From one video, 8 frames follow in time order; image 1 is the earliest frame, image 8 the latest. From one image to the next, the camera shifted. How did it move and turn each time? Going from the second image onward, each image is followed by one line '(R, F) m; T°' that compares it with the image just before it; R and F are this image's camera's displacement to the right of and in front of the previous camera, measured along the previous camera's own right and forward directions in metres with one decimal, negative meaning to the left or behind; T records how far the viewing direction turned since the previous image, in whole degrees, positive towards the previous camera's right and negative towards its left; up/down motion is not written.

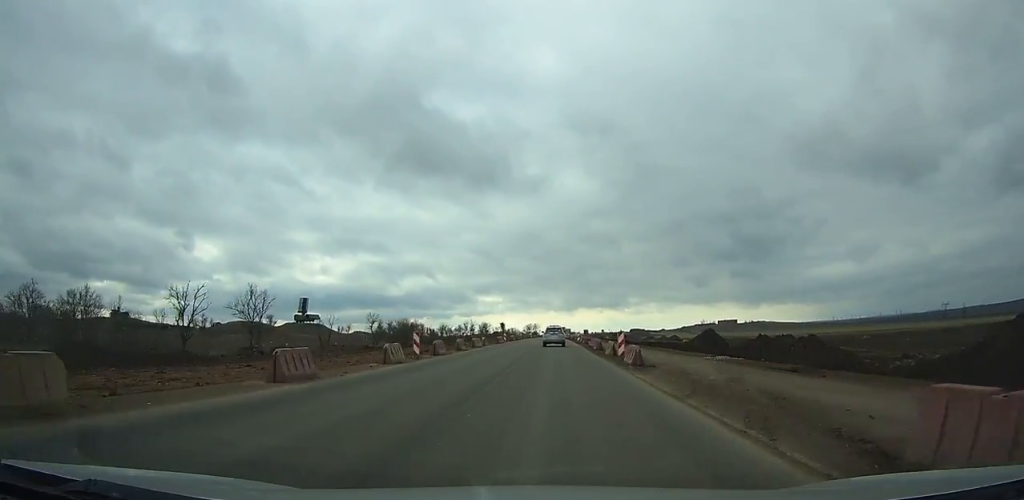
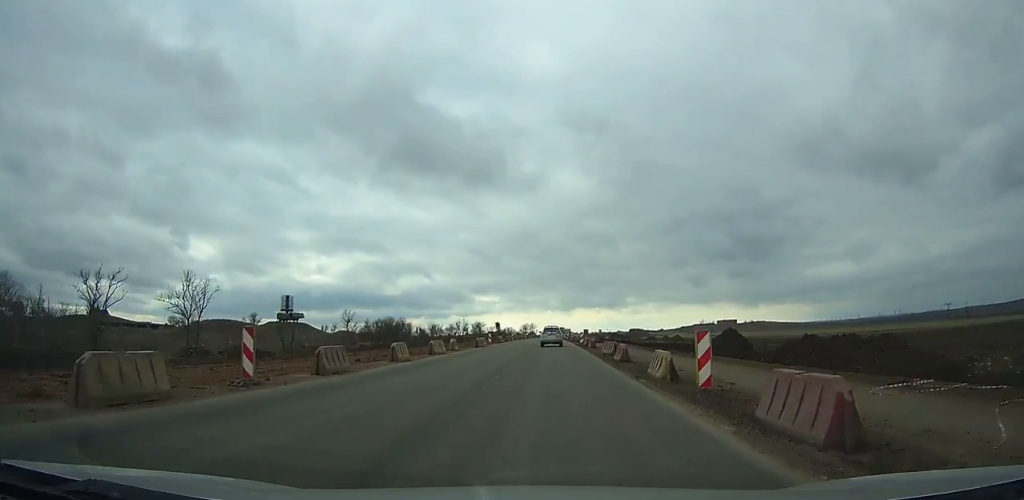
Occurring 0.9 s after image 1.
(0.0, +14.4) m; 0°
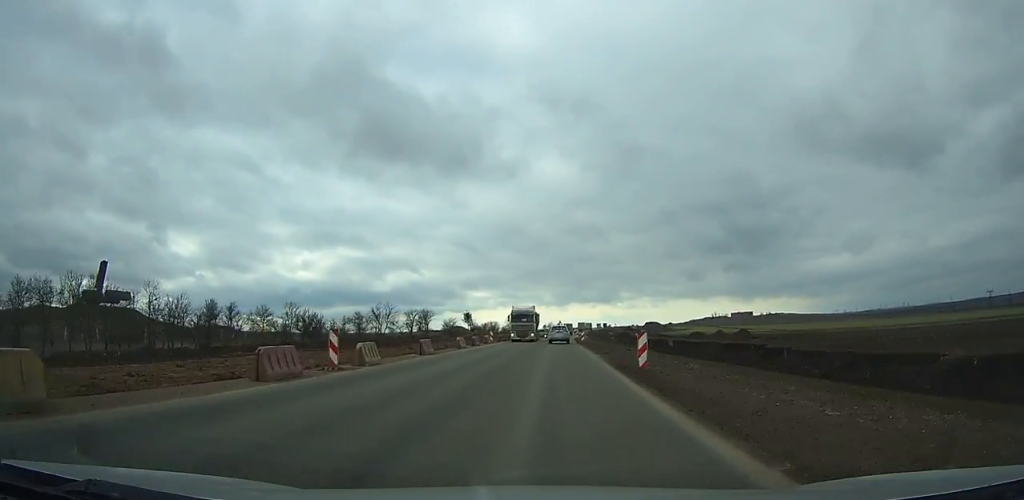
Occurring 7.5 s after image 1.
(-0.1, +112.2) m; +1°
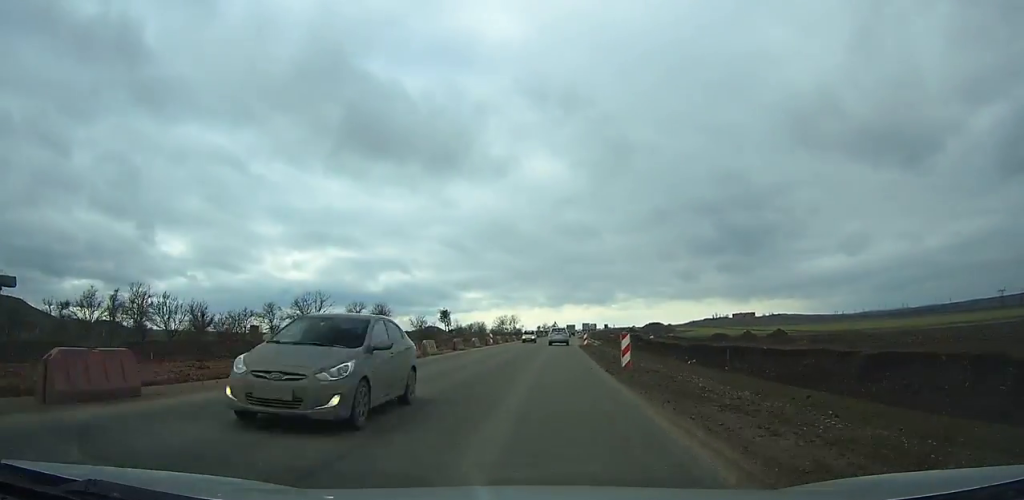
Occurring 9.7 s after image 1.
(+0.1, +38.1) m; +1°
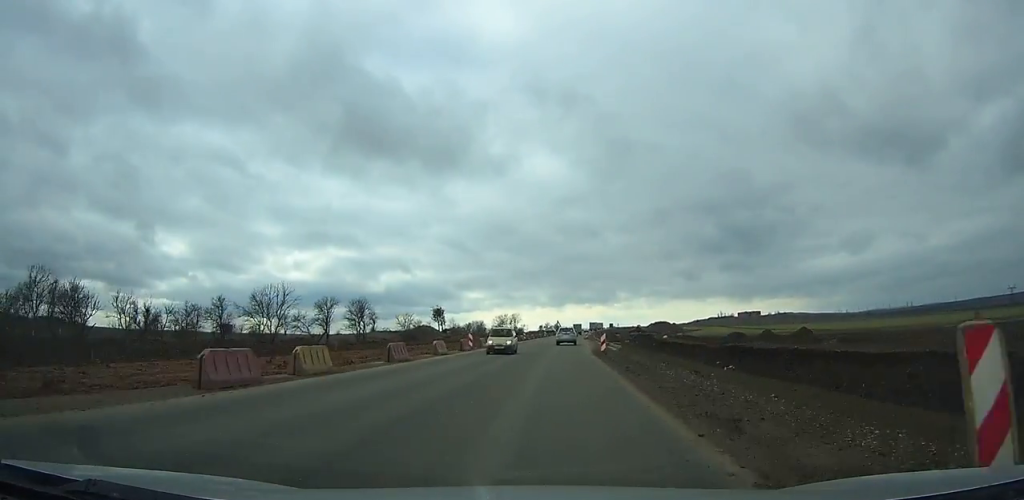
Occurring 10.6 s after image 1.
(+0.1, +15.2) m; 0°
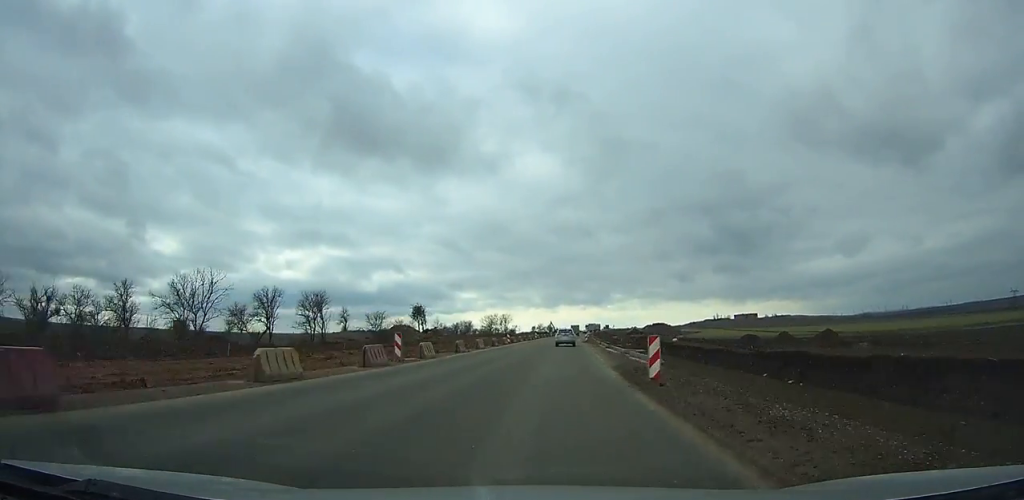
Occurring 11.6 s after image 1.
(+0.1, +17.7) m; +1°
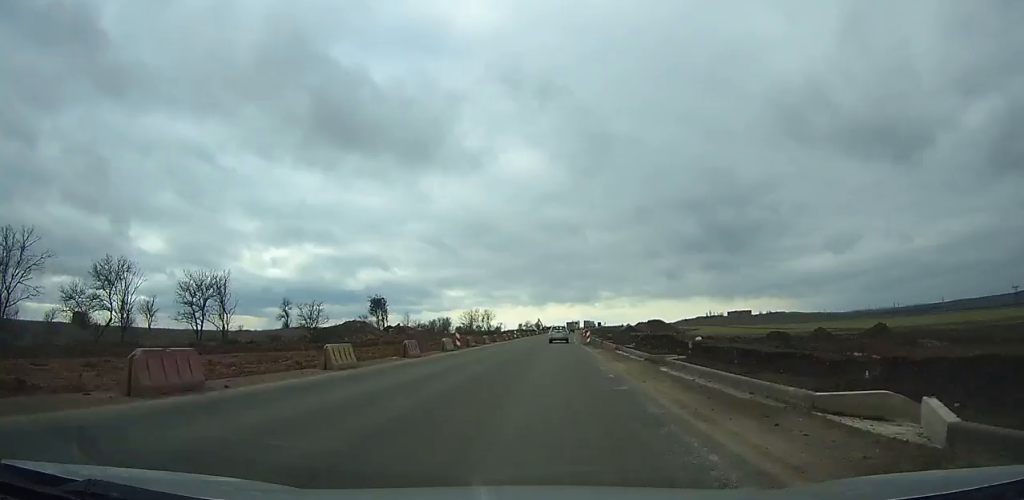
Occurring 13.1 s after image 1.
(+0.2, +27.4) m; +1°
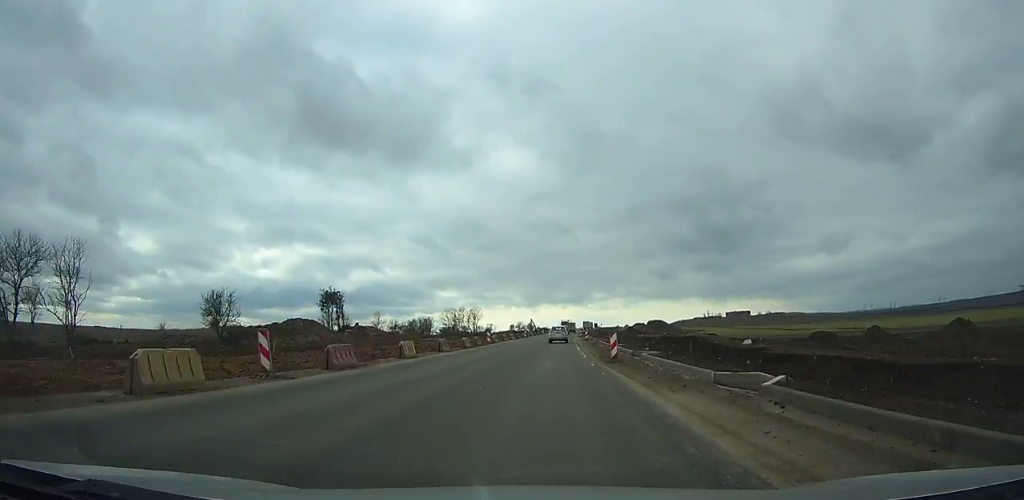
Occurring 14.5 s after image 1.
(+0.1, +25.2) m; 0°
